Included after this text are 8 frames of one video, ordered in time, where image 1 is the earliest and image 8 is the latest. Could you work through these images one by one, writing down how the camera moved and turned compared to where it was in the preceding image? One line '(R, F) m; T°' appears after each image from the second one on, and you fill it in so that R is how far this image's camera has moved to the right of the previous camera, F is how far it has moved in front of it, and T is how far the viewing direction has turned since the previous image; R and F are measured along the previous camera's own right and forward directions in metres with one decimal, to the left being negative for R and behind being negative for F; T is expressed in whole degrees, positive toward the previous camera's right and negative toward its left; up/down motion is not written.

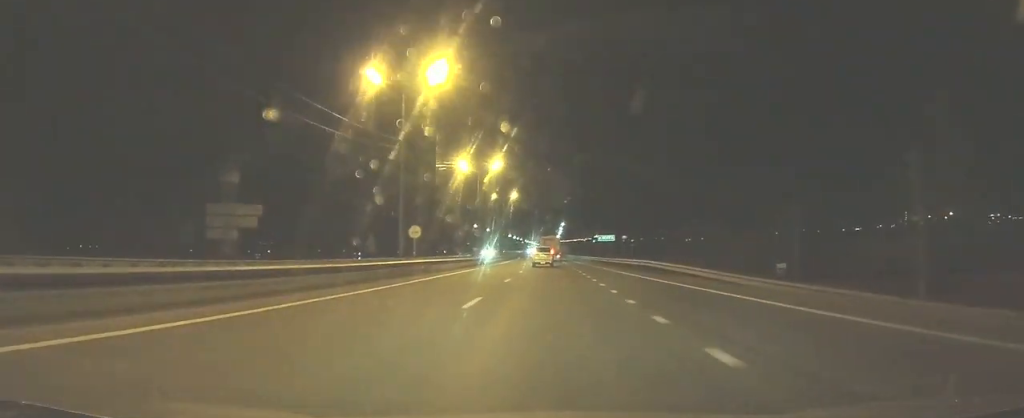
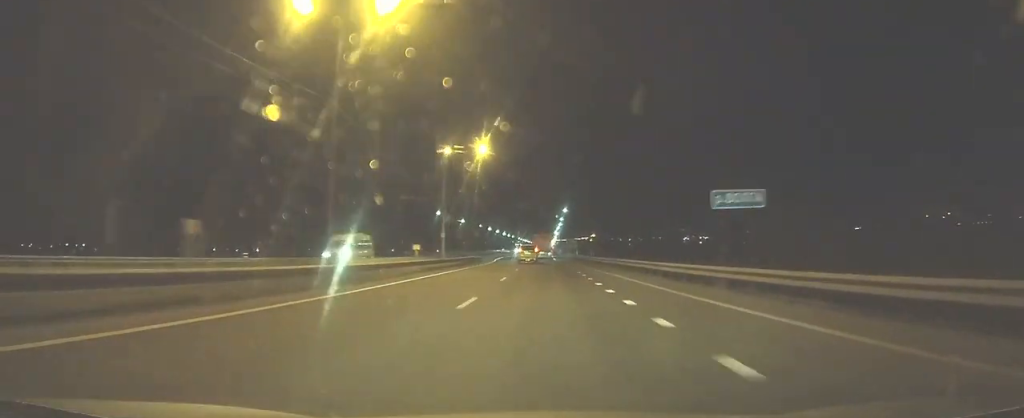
(-0.3, +49.2) m; -1°
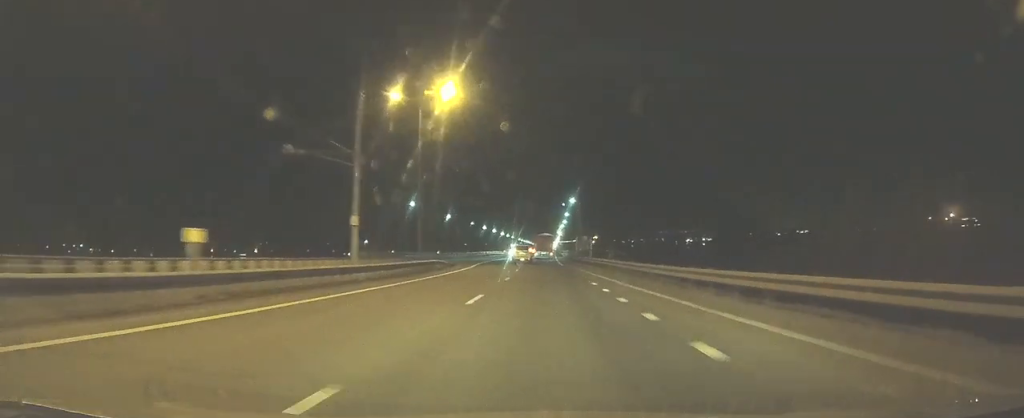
(0.0, +23.0) m; 0°
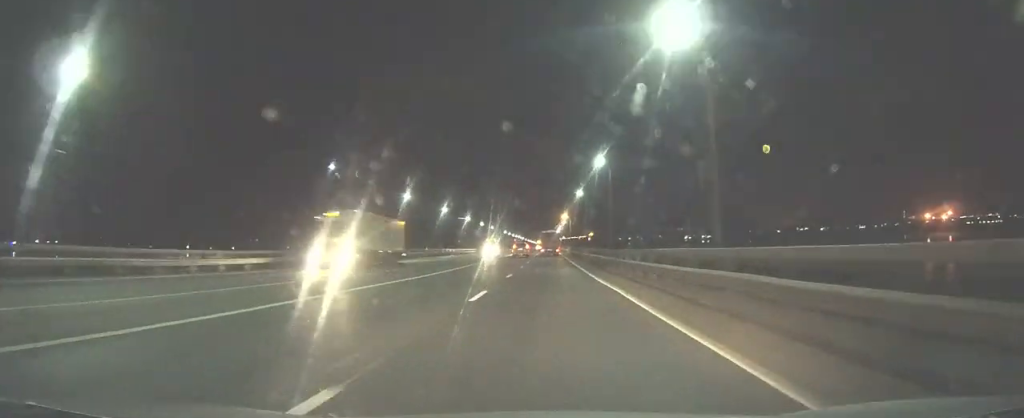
(+0.5, +98.2) m; +1°
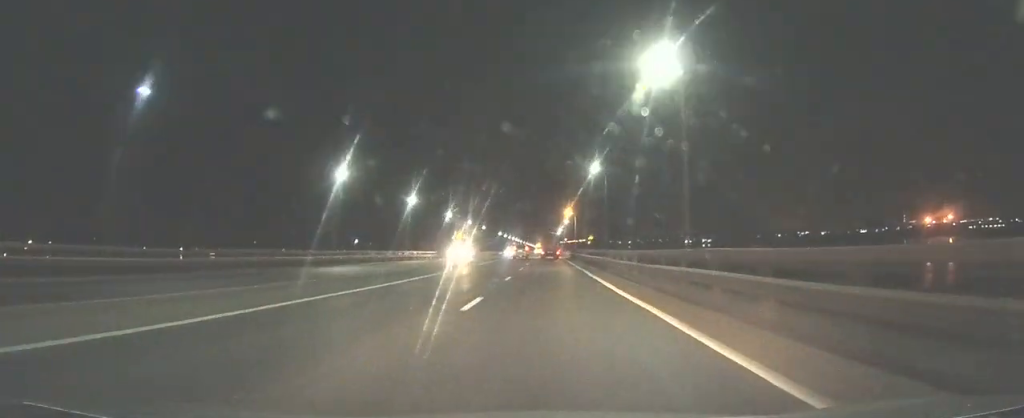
(+0.1, +26.1) m; 0°
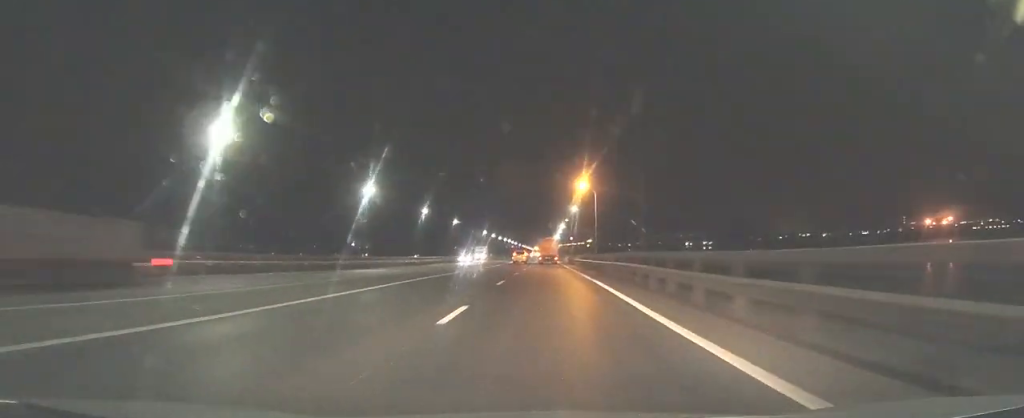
(0.0, +49.1) m; 0°
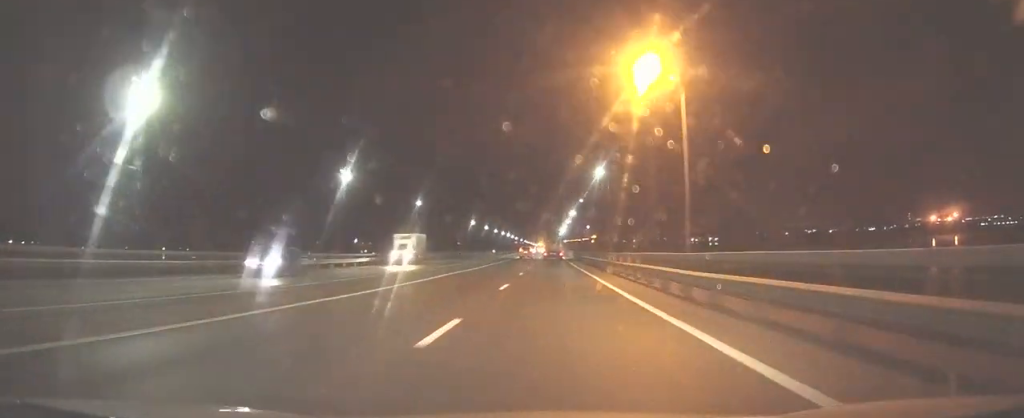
(-0.1, +38.6) m; 0°
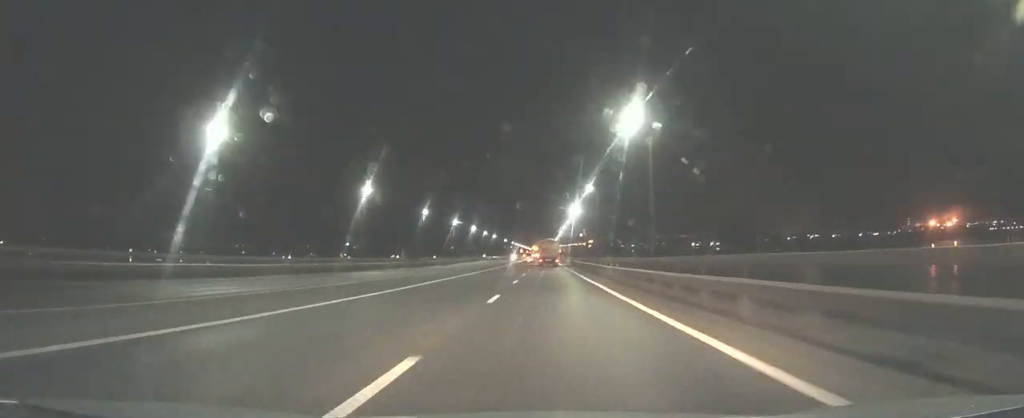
(+0.4, +113.6) m; 0°
